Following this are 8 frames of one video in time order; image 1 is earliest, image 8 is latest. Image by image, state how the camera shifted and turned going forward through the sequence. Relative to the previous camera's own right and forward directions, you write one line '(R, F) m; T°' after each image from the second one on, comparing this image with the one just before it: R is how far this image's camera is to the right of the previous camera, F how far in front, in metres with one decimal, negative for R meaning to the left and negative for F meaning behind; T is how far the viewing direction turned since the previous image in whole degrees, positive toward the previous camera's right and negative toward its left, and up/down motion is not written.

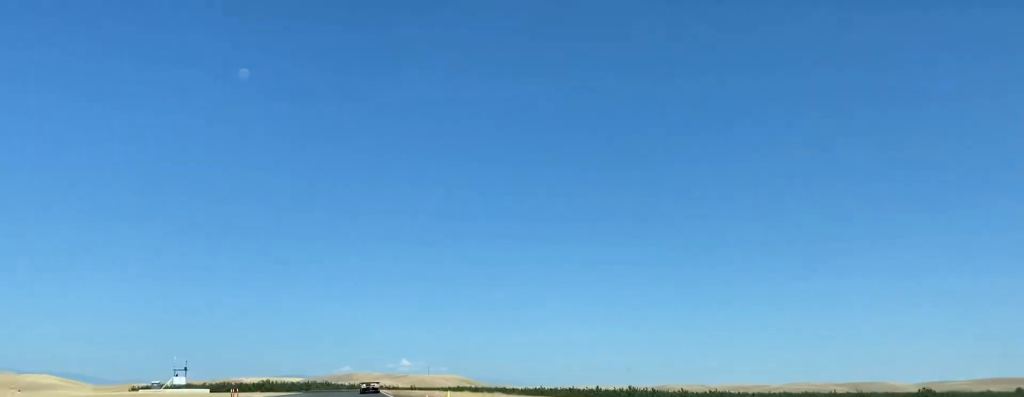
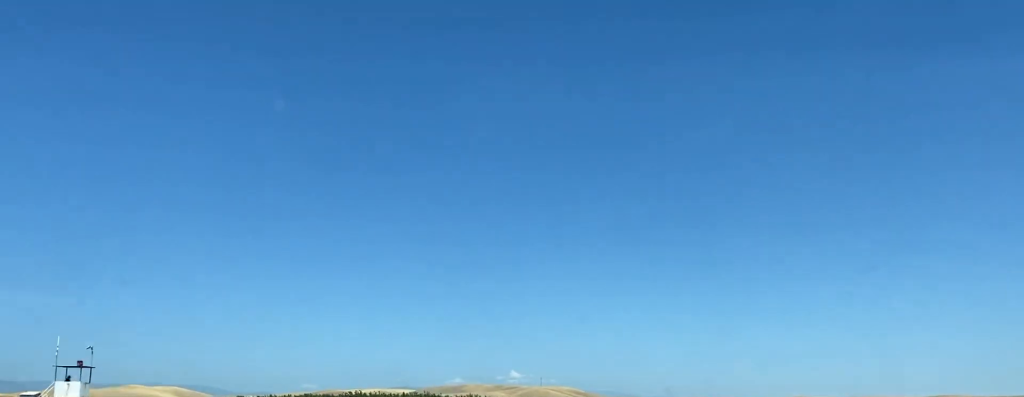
(-0.2, +87.9) m; -9°
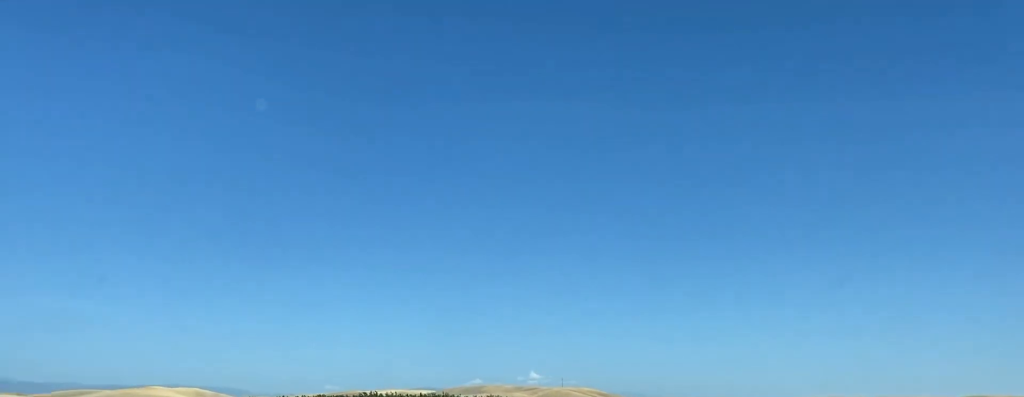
(+0.2, +17.8) m; -5°
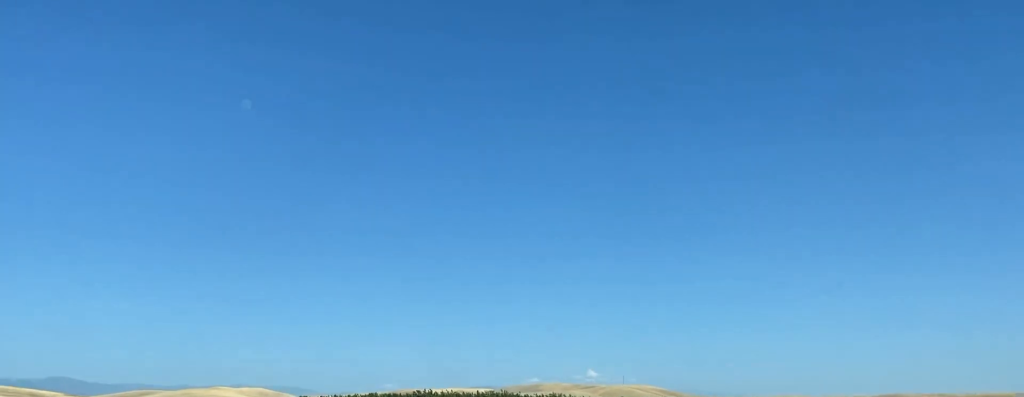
(-3.5, +23.6) m; -6°
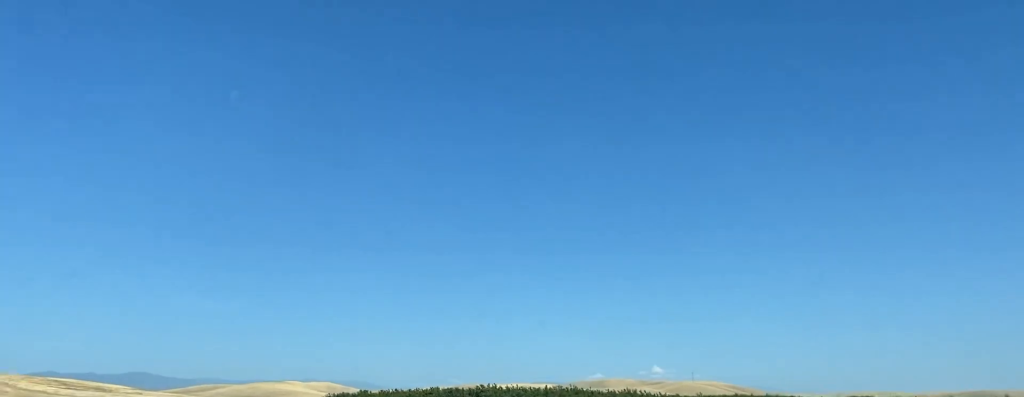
(-1.2, +21.2) m; -5°
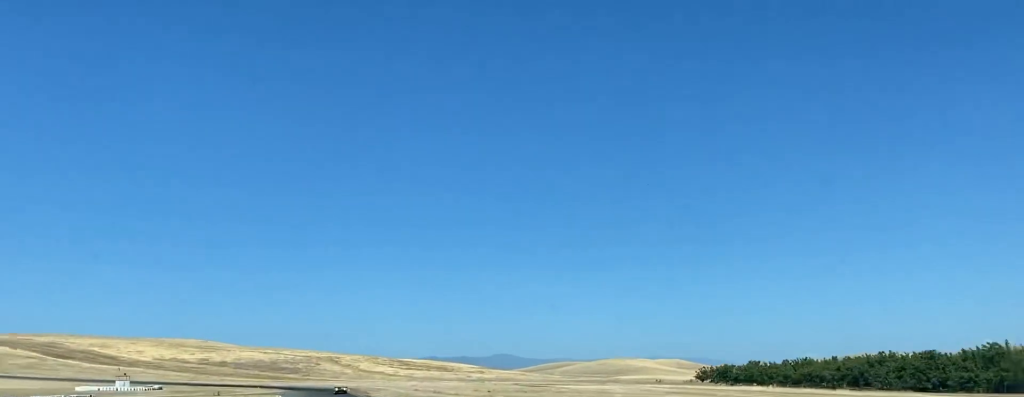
(-18.6, +94.9) m; -20°
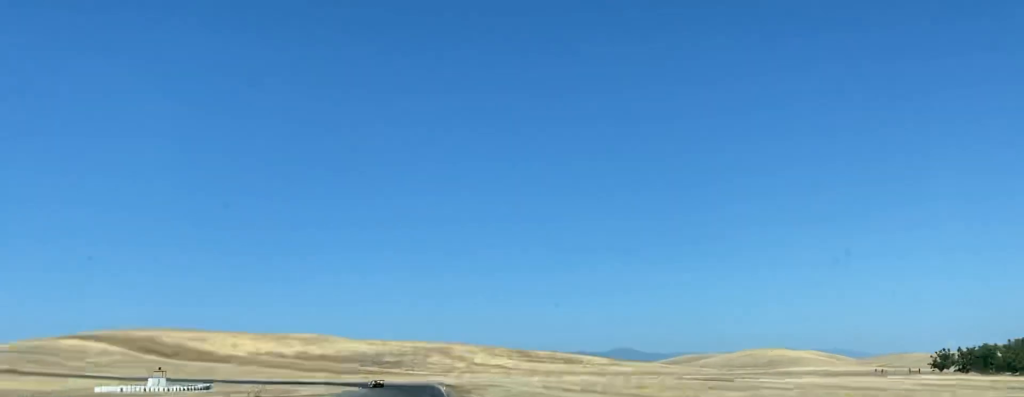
(-1.8, +53.3) m; -2°
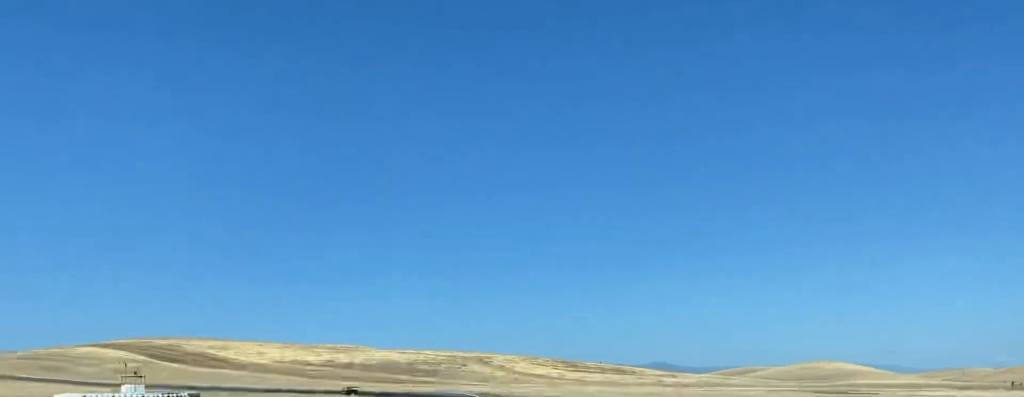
(-0.1, +28.0) m; -1°
